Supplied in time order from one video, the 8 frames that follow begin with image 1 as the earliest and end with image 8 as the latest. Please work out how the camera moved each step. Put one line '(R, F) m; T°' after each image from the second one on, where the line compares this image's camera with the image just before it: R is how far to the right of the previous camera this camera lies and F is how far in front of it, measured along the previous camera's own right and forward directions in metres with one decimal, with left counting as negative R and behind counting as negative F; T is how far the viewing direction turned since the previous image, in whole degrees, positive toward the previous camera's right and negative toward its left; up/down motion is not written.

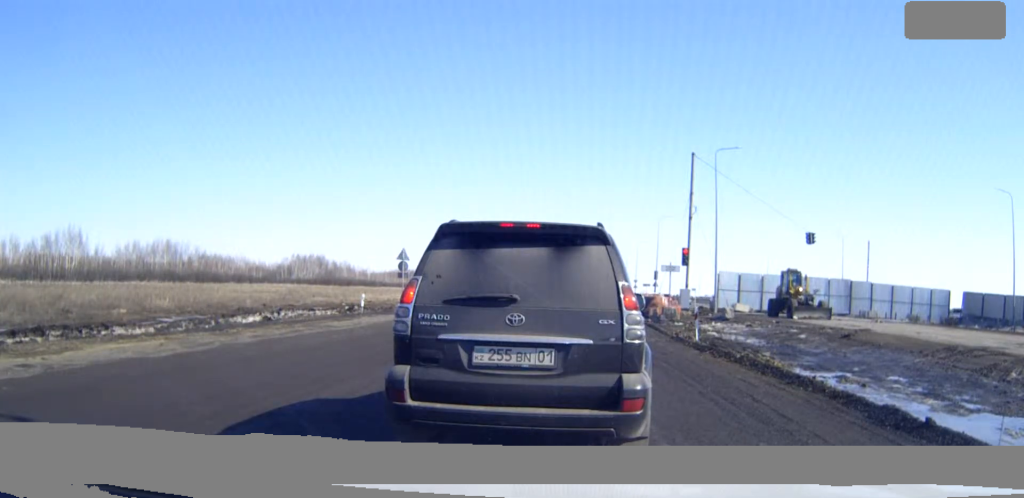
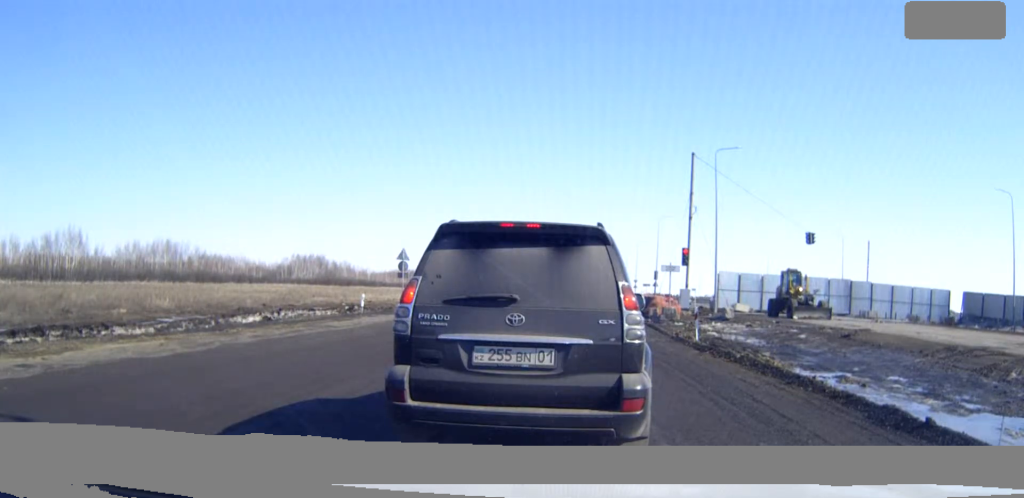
(0.0, 0.0) m; 0°
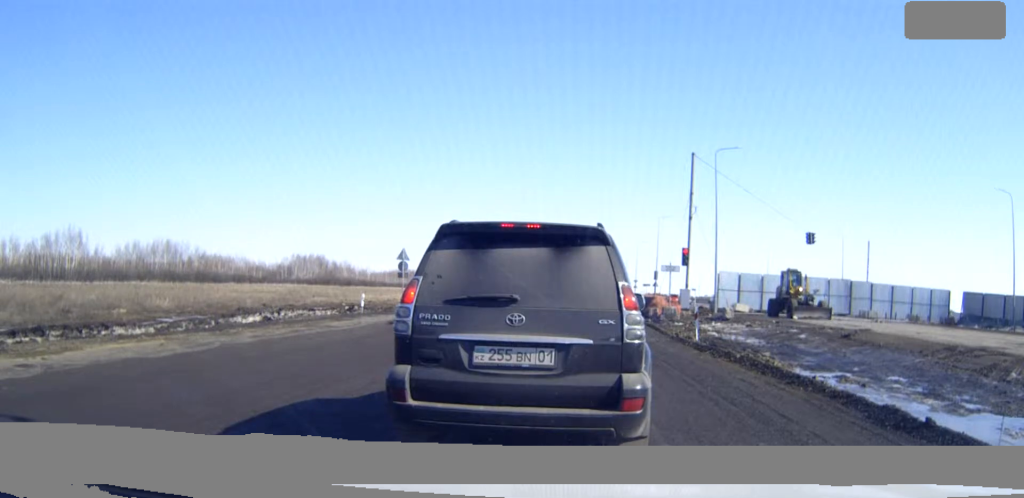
(0.0, 0.0) m; 0°
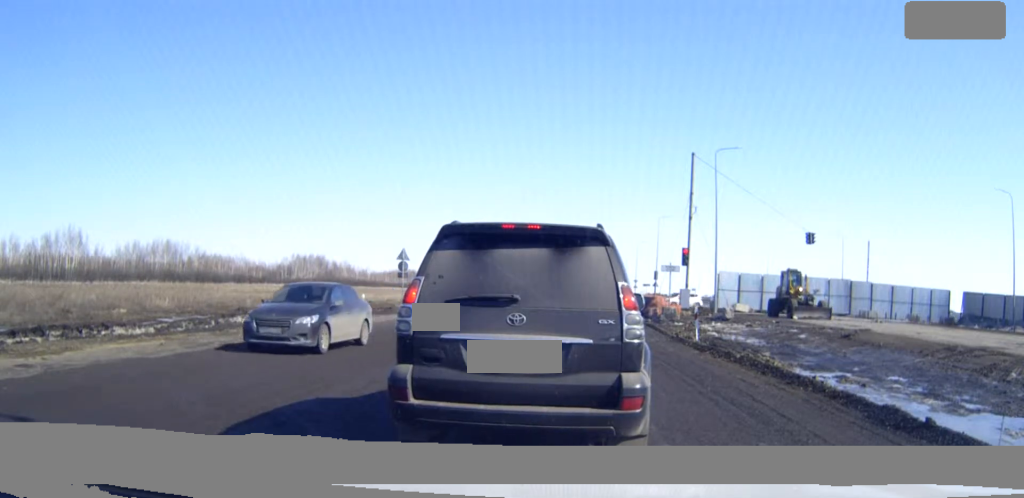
(0.0, 0.0) m; 0°
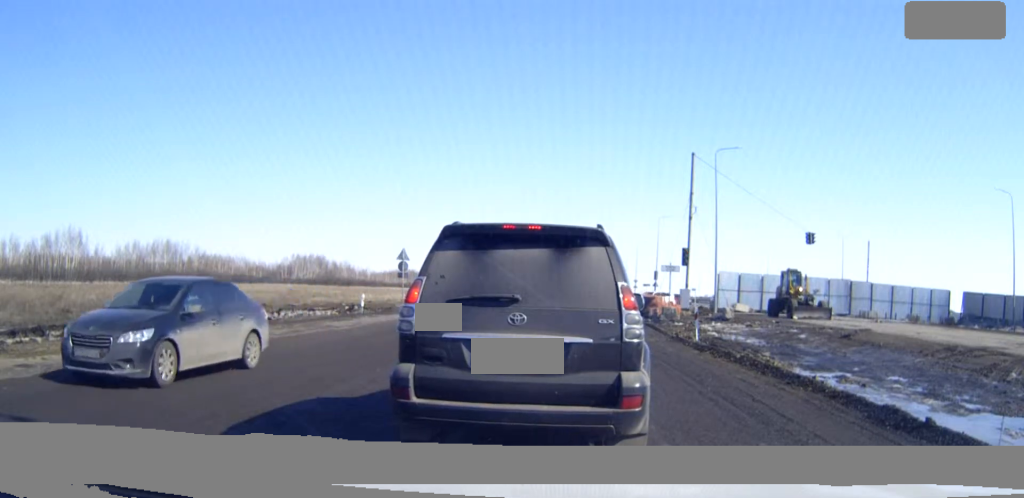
(0.0, 0.0) m; 0°
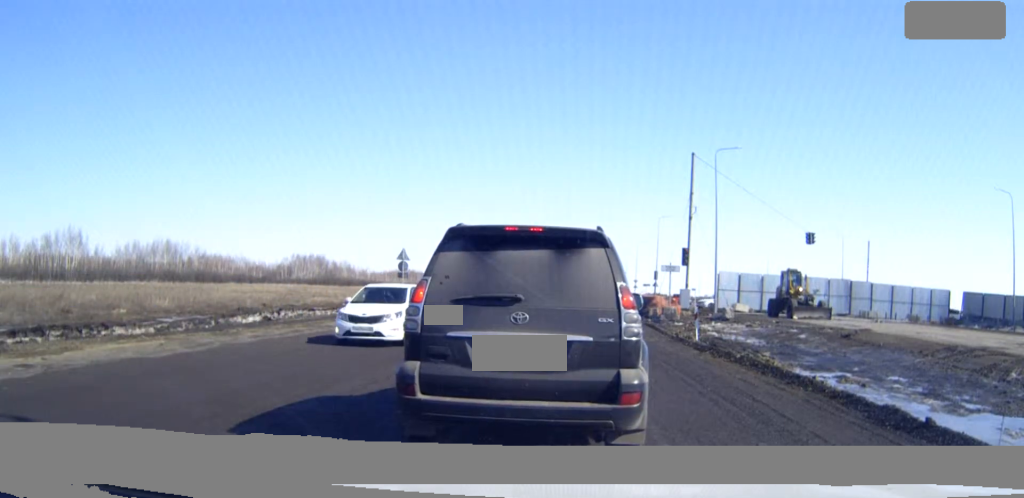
(0.0, 0.0) m; 0°
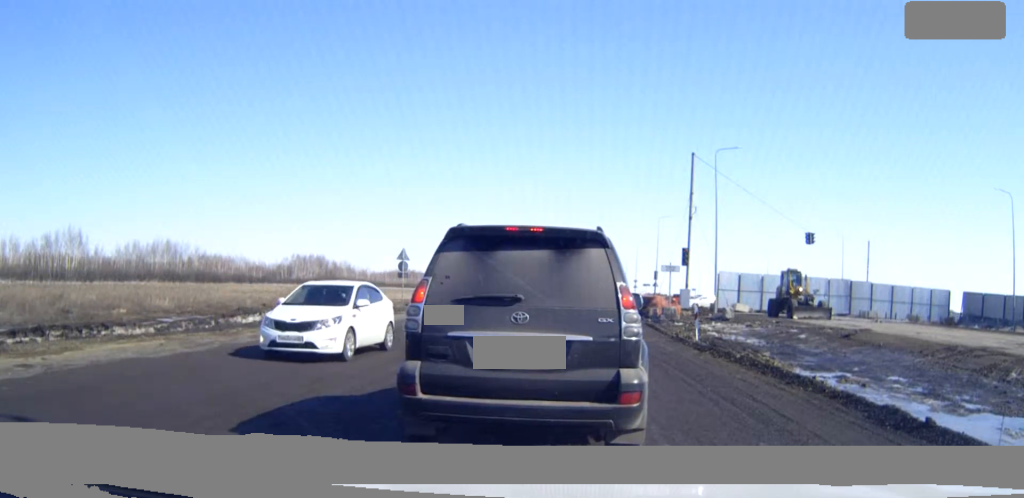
(0.0, 0.0) m; 0°
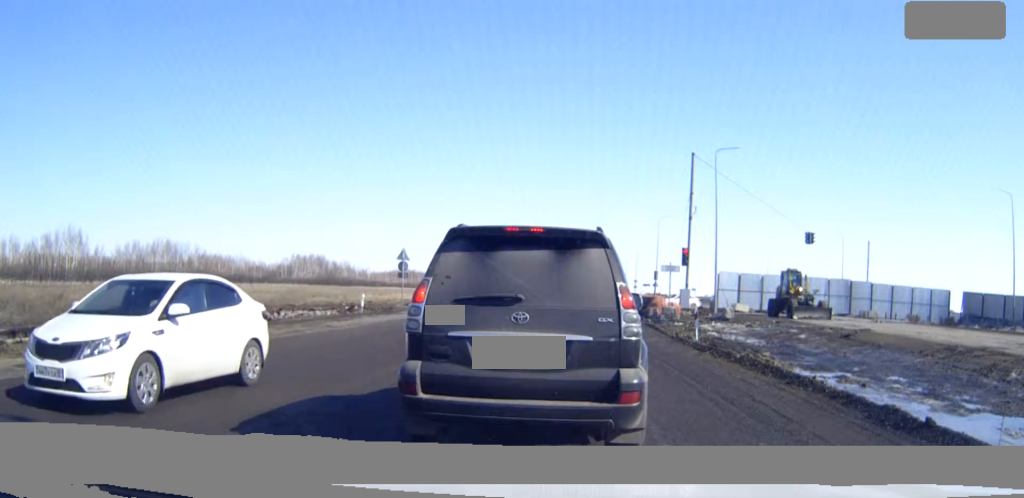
(0.0, 0.0) m; 0°
